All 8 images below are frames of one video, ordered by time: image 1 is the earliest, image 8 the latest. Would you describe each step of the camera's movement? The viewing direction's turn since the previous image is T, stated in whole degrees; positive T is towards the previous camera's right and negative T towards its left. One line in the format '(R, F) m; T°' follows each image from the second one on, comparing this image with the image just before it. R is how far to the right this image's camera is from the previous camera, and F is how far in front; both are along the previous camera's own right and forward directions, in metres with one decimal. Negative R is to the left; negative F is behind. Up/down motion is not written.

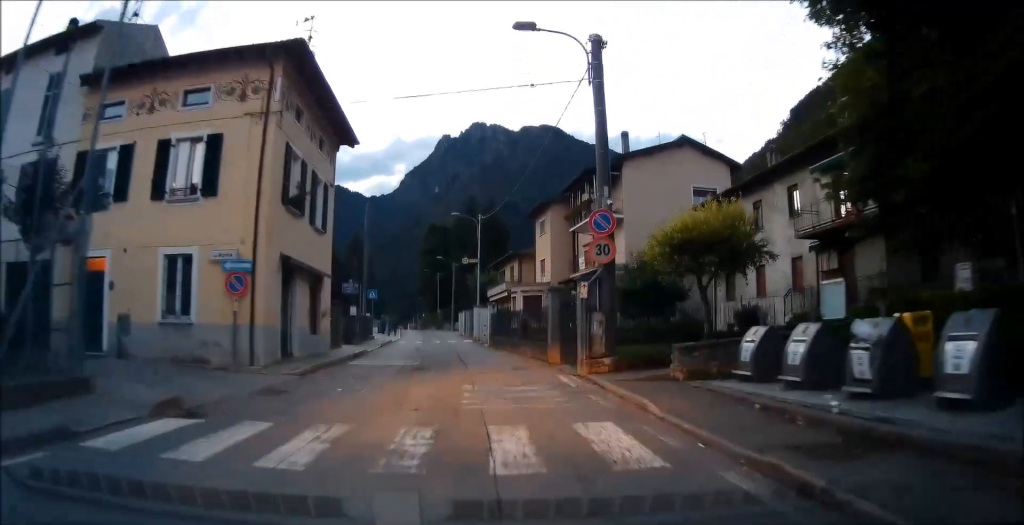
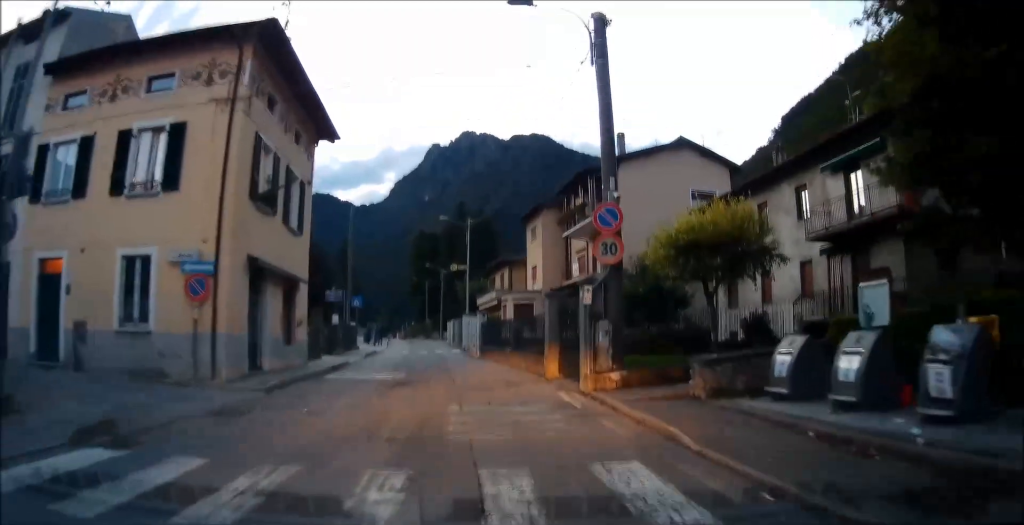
(-0.2, +1.8) m; -2°
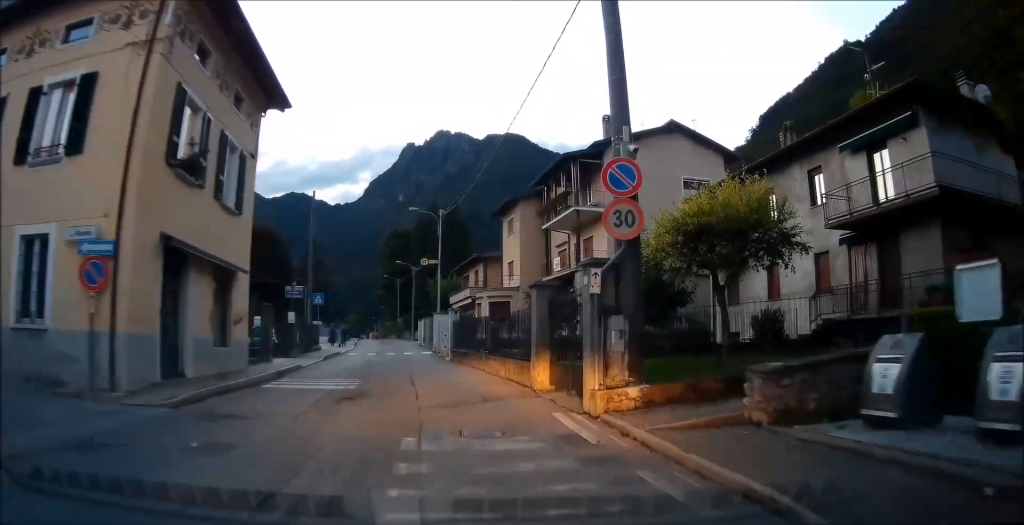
(-0.2, +3.4) m; -8°
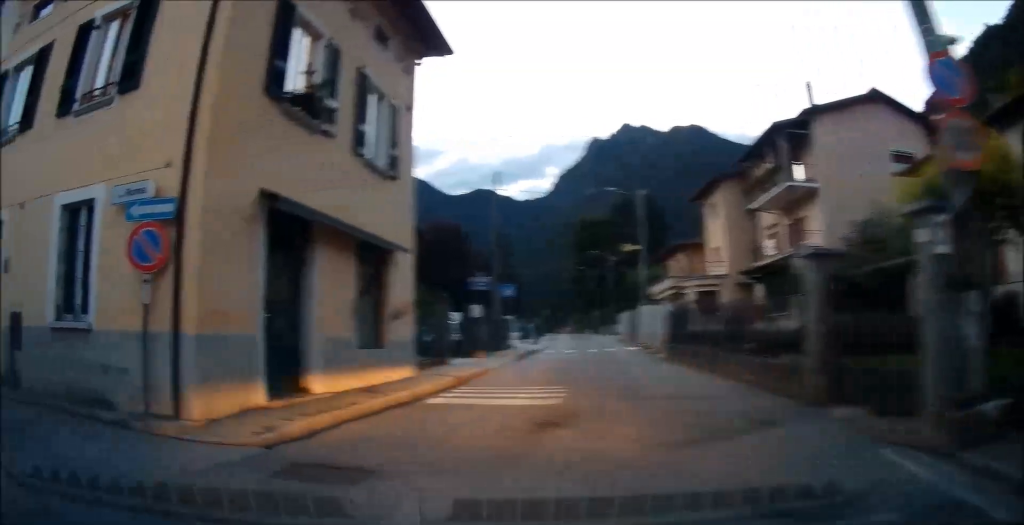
(-0.5, +3.6) m; -23°
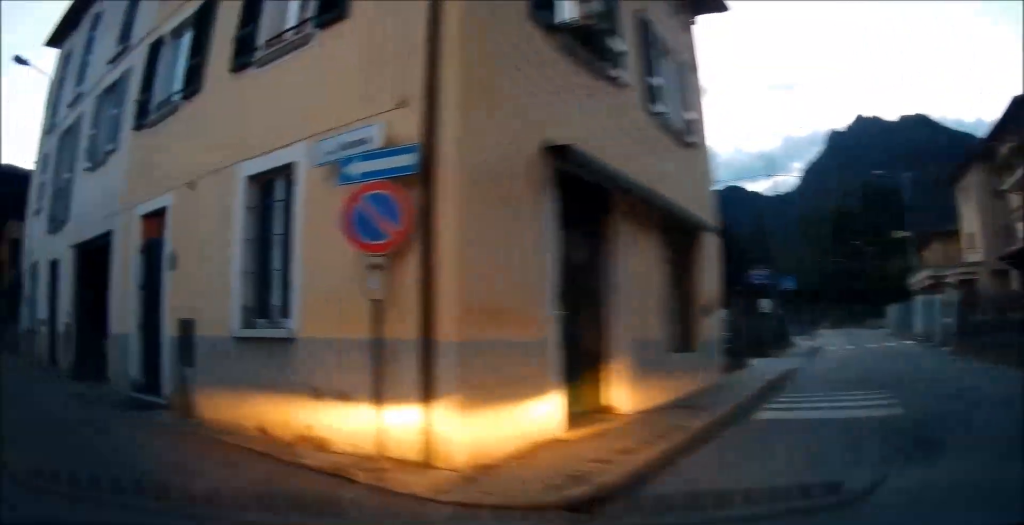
(-0.4, +2.3) m; -14°
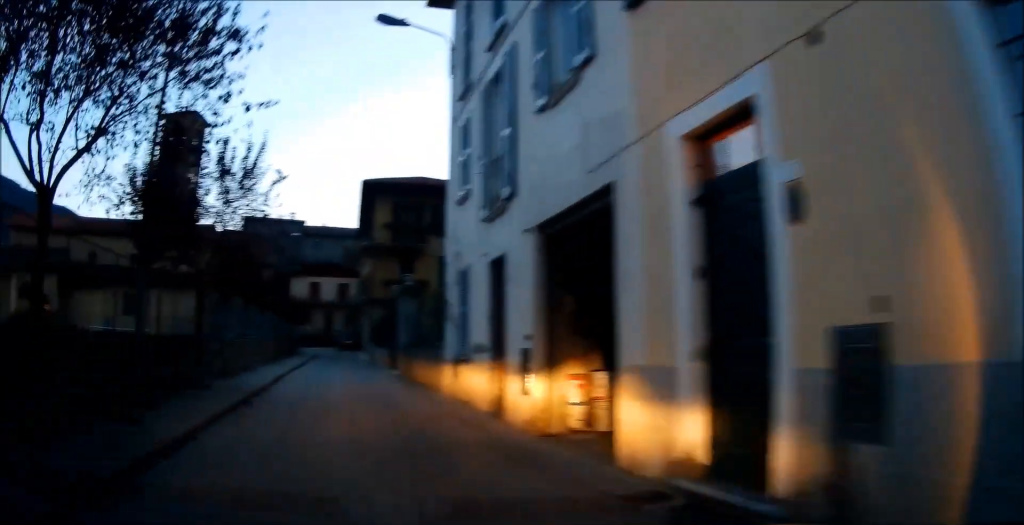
(-0.3, +4.5) m; -21°
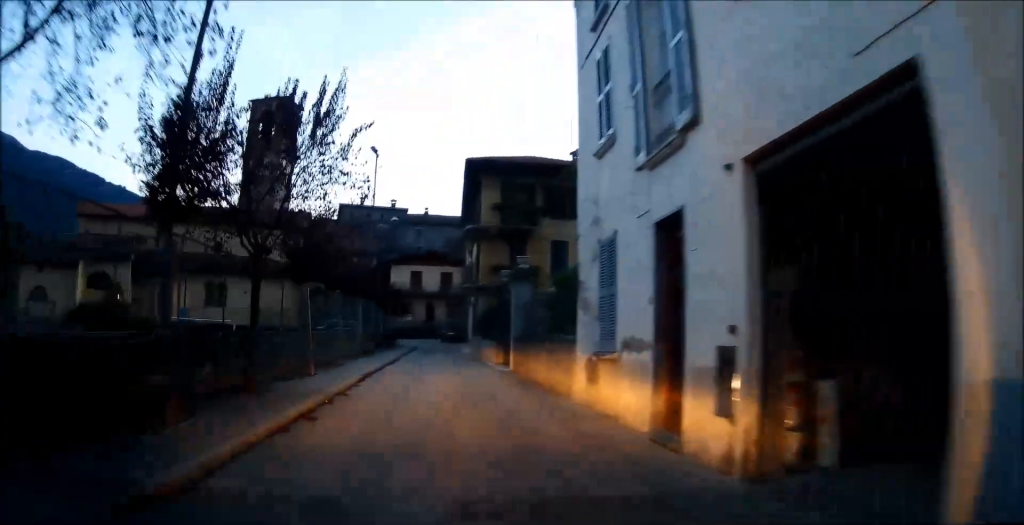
(-0.6, +2.4) m; -21°
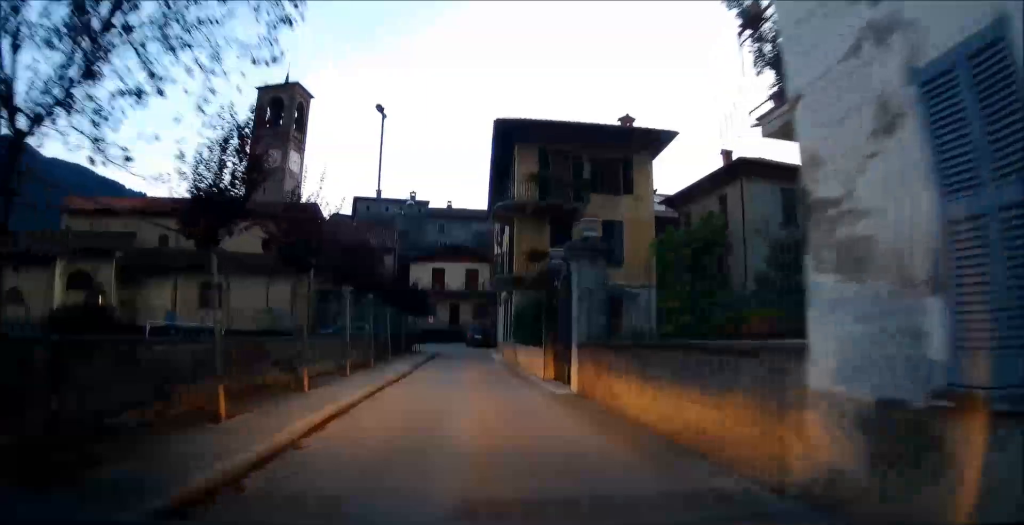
(-1.1, +6.2) m; -6°
